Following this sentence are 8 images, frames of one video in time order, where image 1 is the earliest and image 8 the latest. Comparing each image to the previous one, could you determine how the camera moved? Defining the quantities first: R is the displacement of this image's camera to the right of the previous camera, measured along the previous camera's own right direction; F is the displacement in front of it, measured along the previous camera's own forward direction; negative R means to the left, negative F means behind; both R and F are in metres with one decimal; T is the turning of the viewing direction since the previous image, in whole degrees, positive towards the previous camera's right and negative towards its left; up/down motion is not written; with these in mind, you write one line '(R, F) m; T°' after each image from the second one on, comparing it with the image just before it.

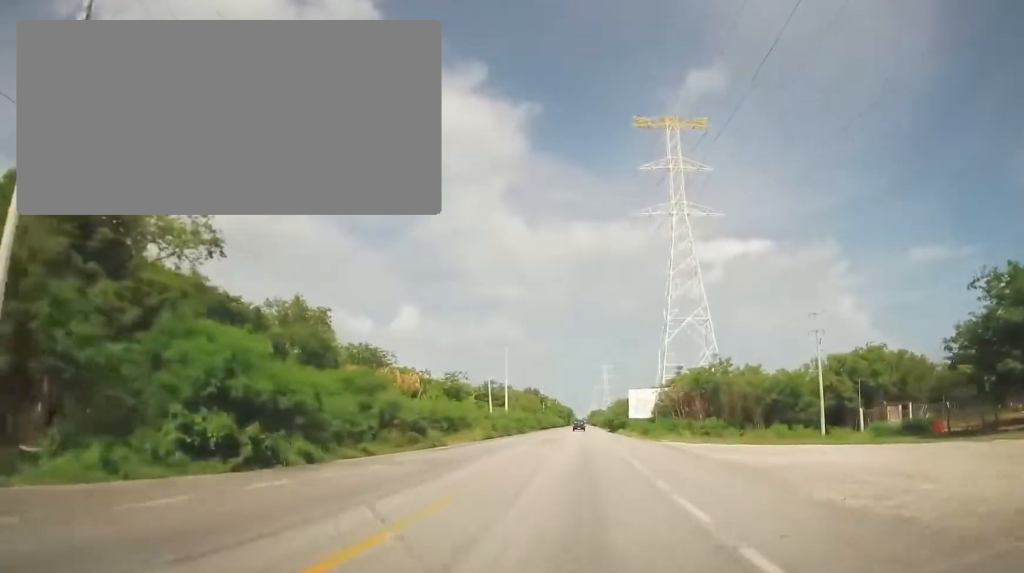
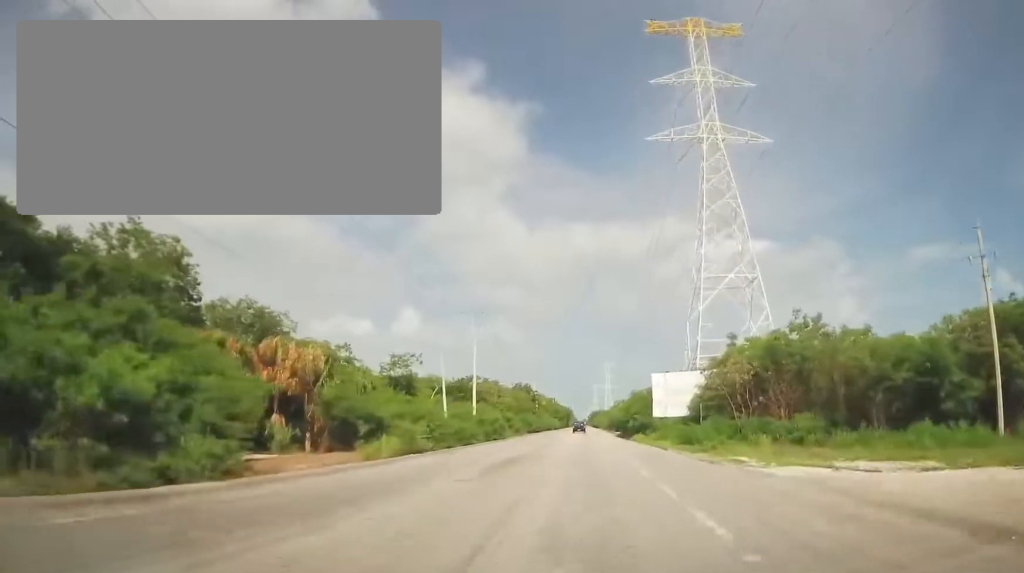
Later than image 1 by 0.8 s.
(0.0, +23.2) m; 0°
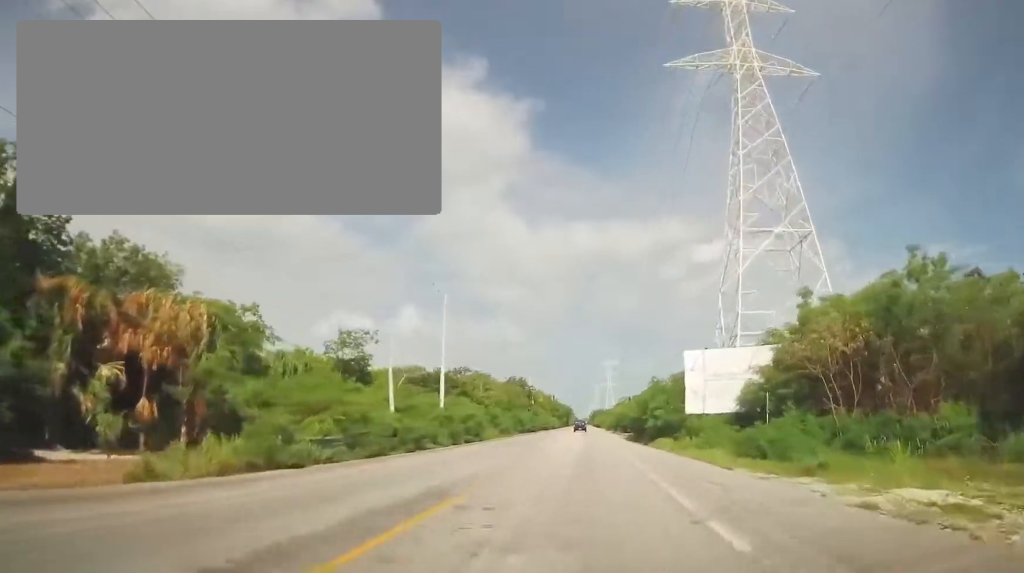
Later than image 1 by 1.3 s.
(+0.3, +13.4) m; 0°
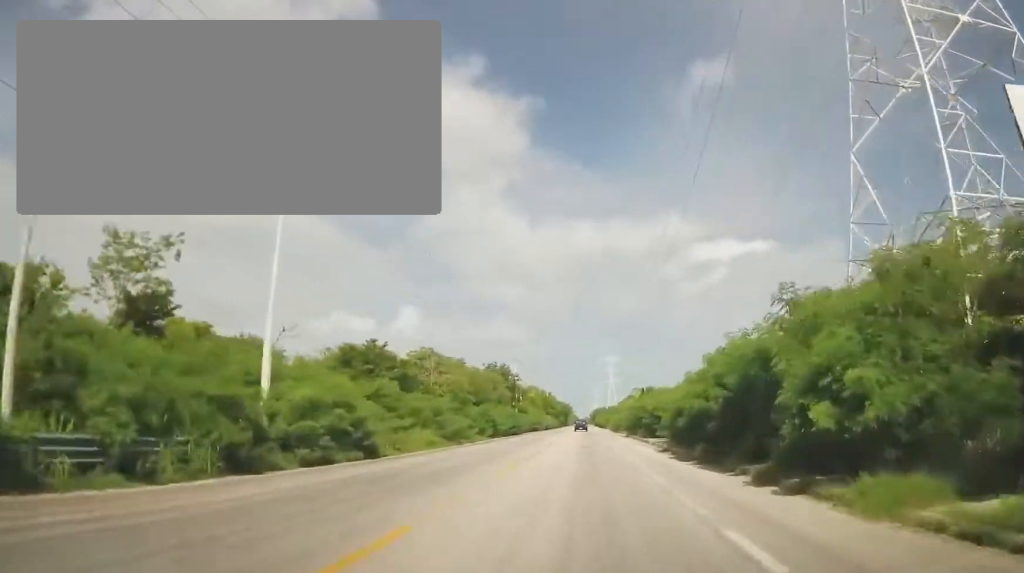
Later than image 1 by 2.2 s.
(-0.5, +24.5) m; -1°
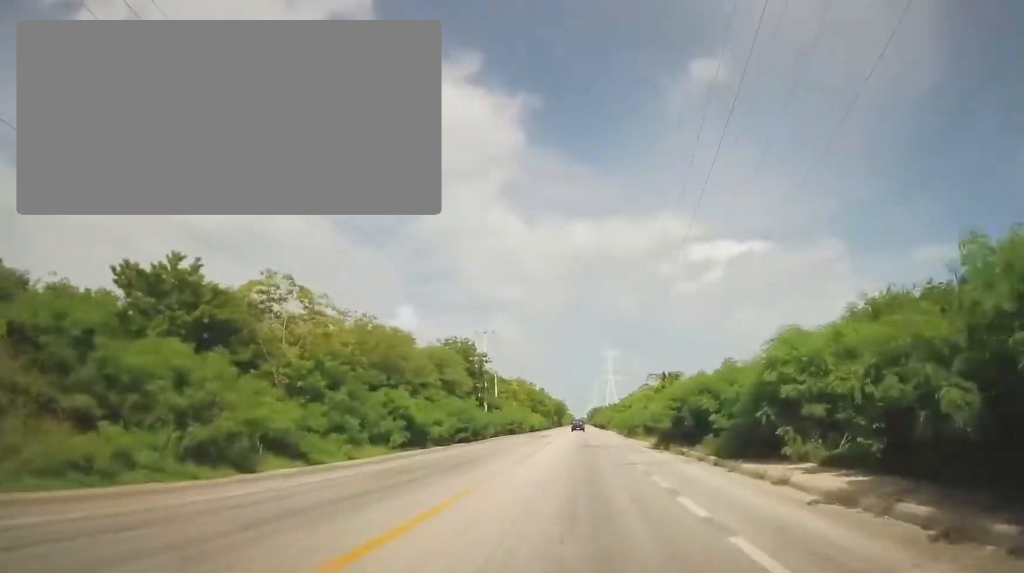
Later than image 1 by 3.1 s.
(-0.1, +25.6) m; +1°
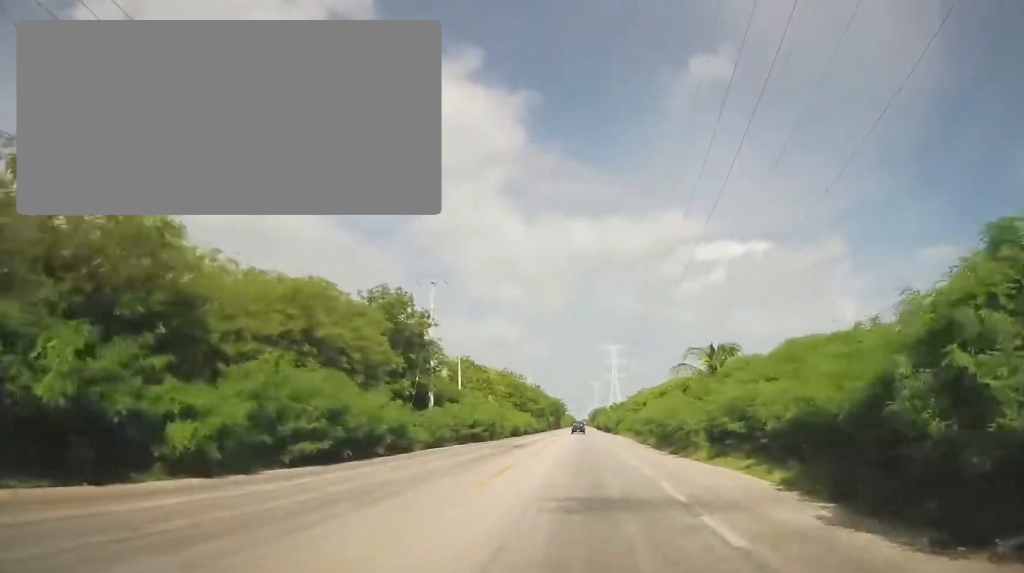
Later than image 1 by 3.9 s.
(+0.6, +22.9) m; +2°
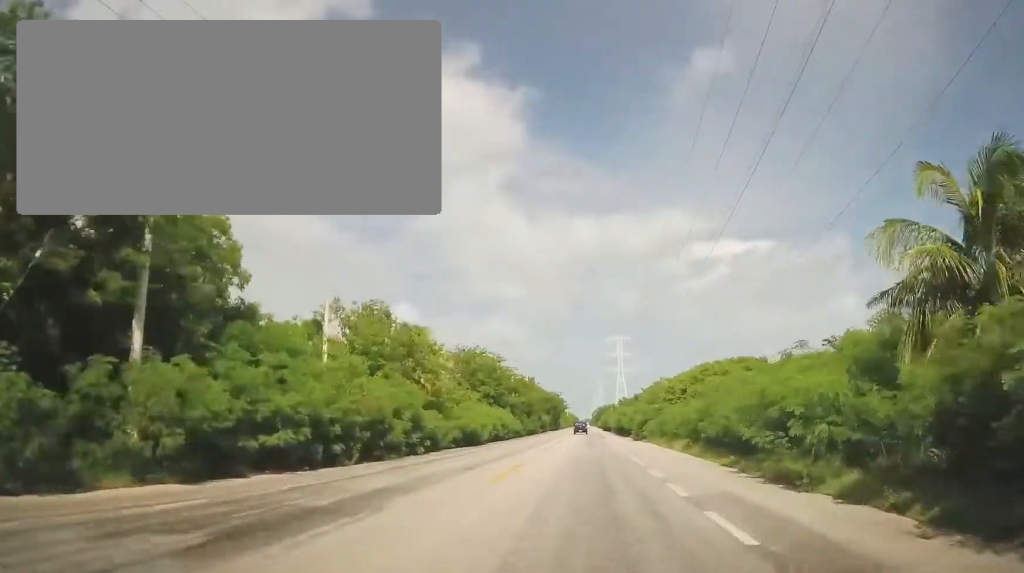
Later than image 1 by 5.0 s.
(+0.6, +28.8) m; +1°
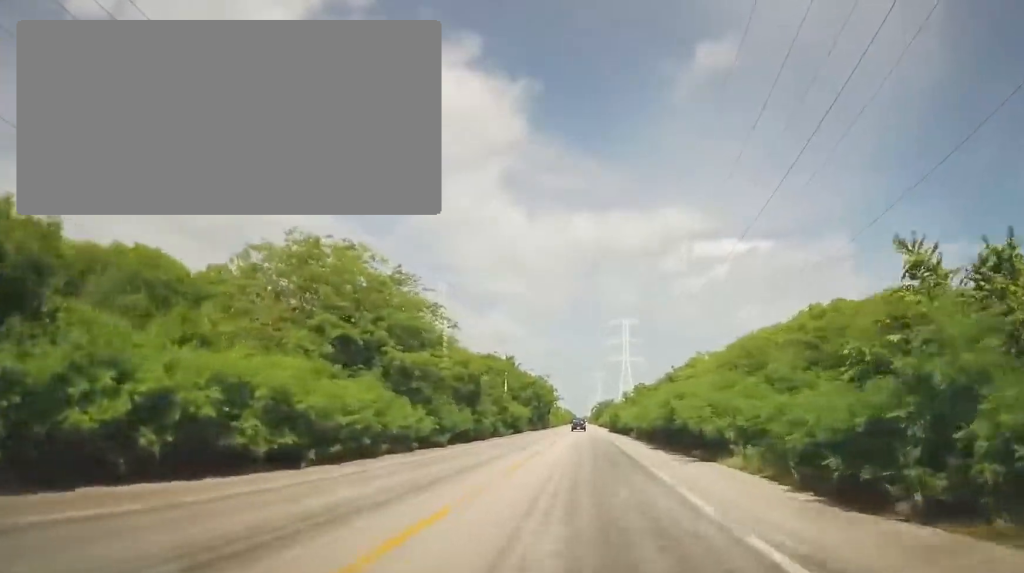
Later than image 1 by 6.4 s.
(-0.8, +40.1) m; -2°
